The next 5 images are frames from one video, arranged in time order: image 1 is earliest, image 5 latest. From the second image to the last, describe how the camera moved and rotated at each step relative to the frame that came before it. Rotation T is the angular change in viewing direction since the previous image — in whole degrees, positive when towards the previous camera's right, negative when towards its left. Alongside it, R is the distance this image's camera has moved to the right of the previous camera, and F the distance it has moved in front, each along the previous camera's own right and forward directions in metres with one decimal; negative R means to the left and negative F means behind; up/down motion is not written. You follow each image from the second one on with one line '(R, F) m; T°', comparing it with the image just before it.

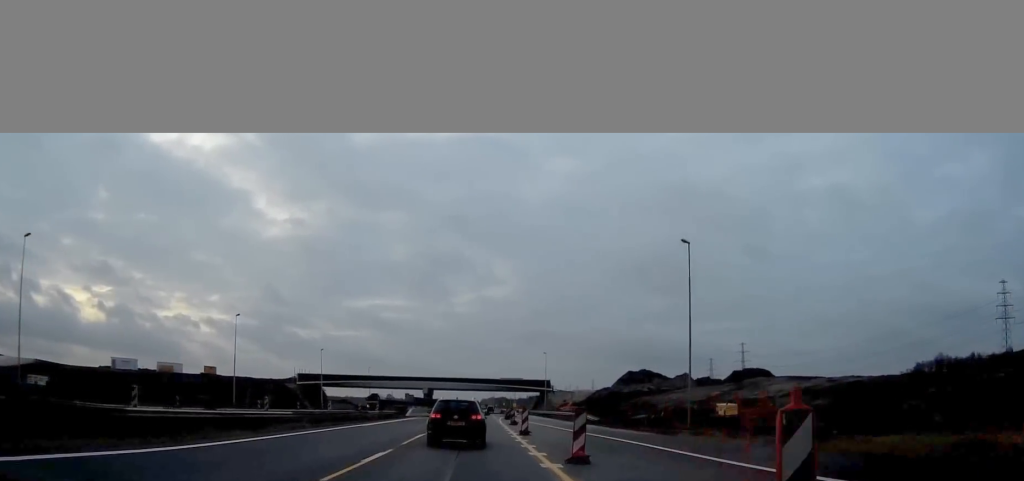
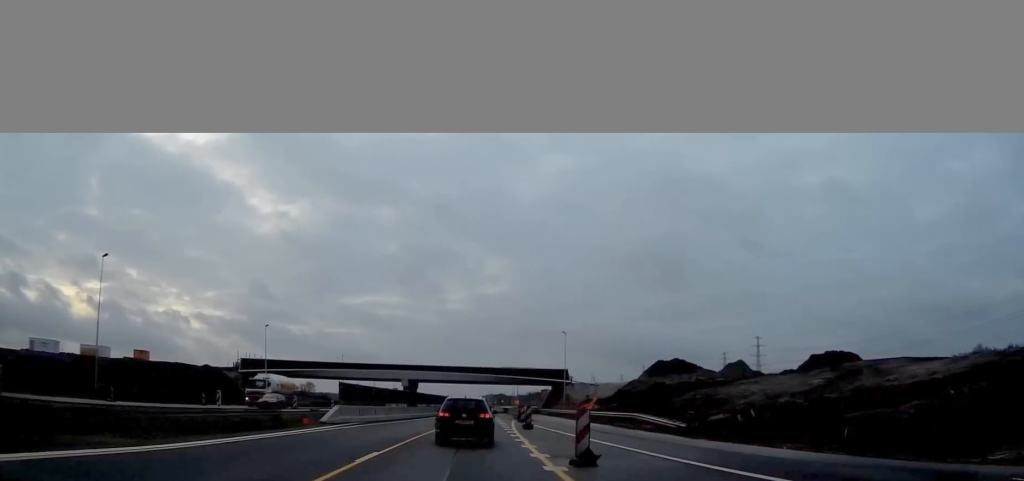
(-0.1, +36.7) m; 0°
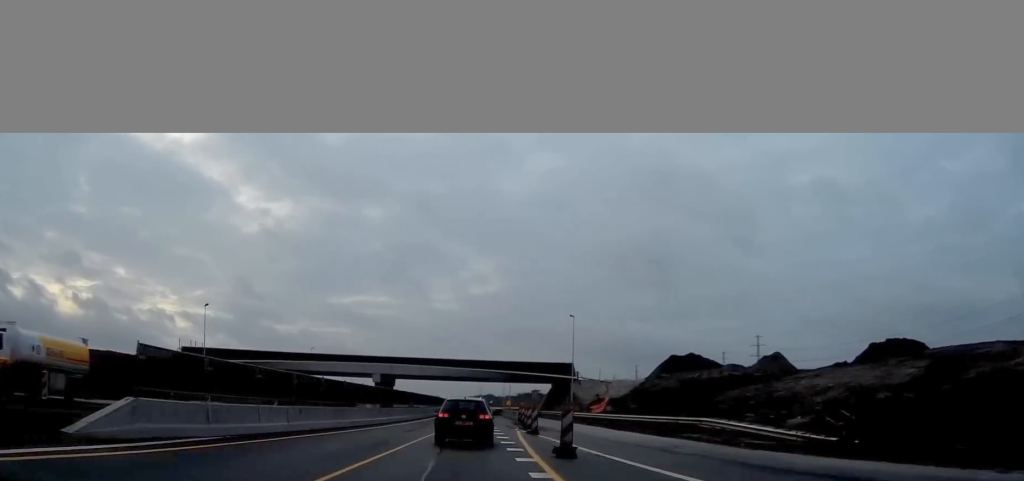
(+0.1, +21.1) m; +1°
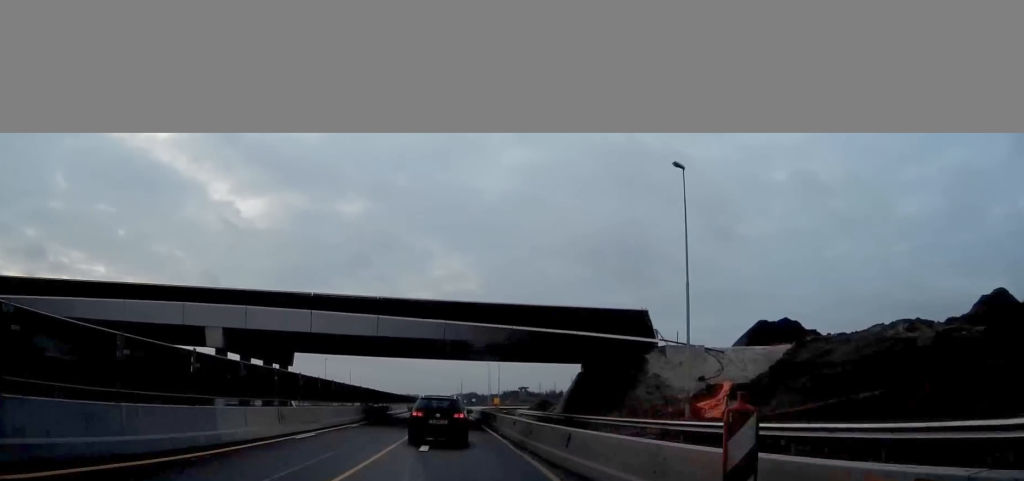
(+1.0, +53.8) m; +1°
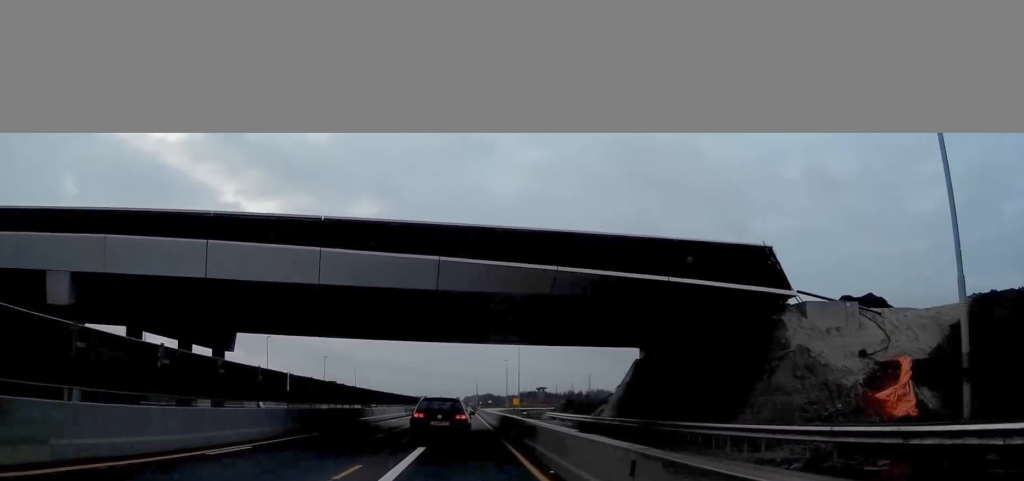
(0.0, +18.7) m; -1°
